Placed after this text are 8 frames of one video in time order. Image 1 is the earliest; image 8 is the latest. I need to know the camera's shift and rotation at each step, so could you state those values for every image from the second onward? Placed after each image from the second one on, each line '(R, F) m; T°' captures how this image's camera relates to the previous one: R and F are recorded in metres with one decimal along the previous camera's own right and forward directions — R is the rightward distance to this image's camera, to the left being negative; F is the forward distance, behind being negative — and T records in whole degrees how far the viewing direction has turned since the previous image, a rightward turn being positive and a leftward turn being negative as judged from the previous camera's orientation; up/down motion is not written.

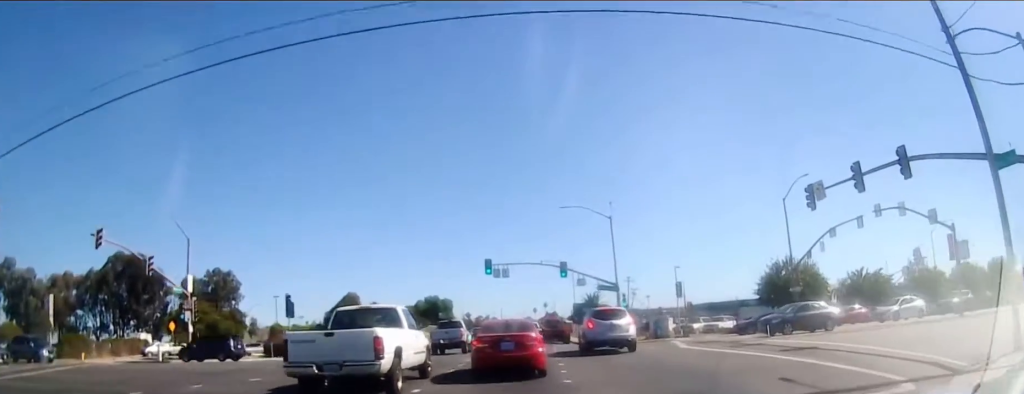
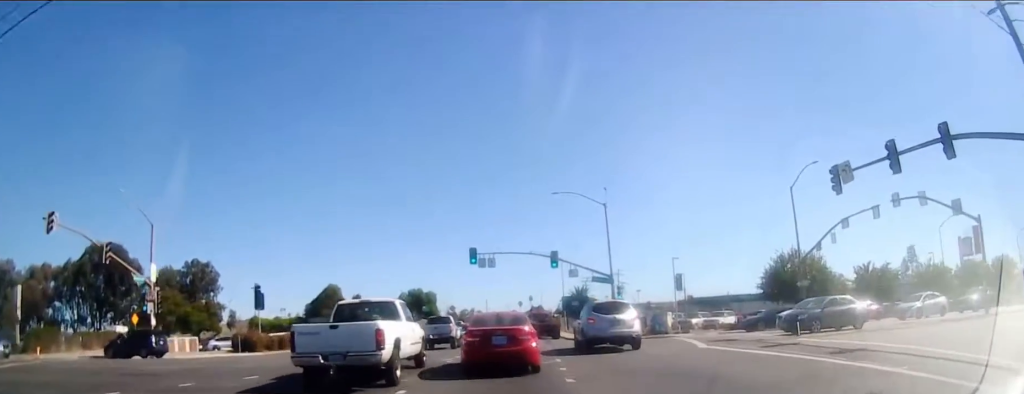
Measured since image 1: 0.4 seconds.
(-0.1, +3.6) m; +3°
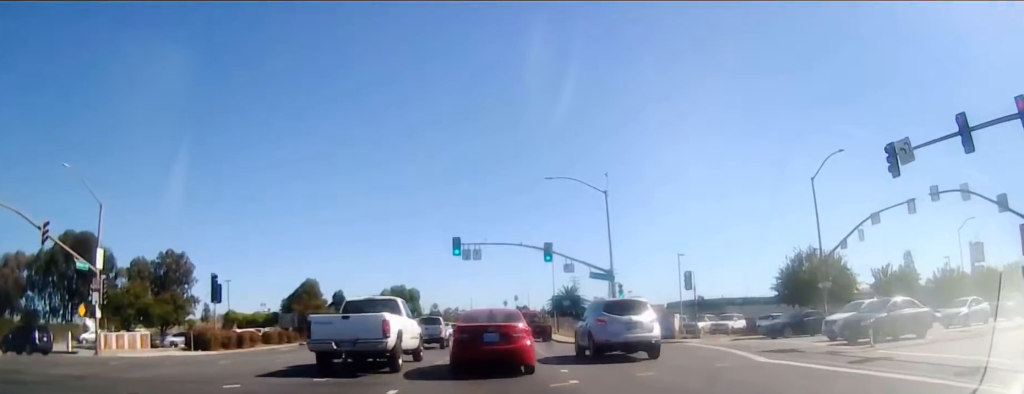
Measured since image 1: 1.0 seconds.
(+0.3, +5.2) m; +1°
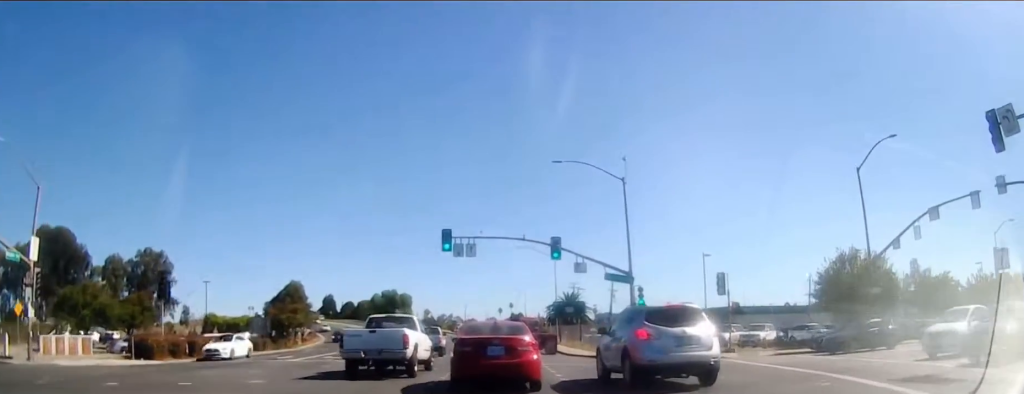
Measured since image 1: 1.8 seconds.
(+0.5, +7.0) m; 0°
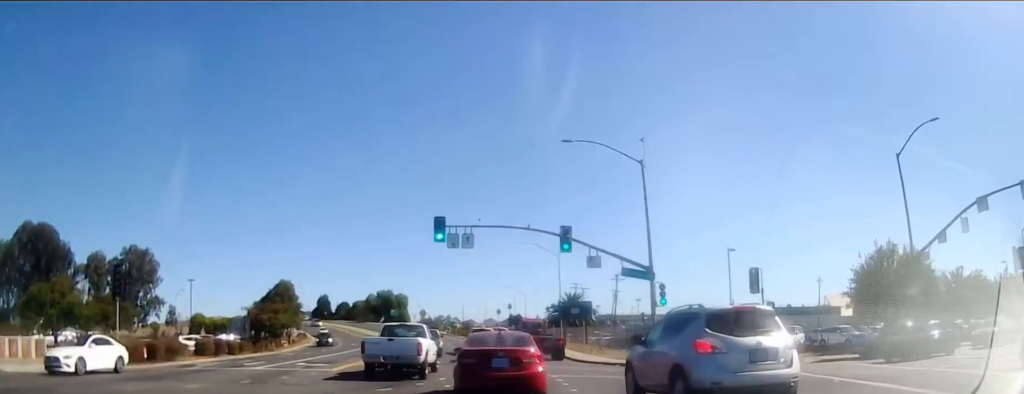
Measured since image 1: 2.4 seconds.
(-0.7, +5.0) m; 0°
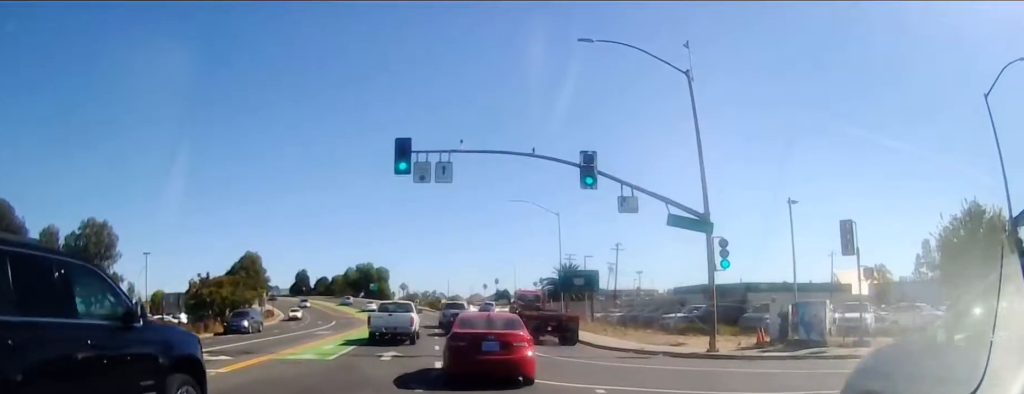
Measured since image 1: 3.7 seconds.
(+0.8, +10.6) m; -1°
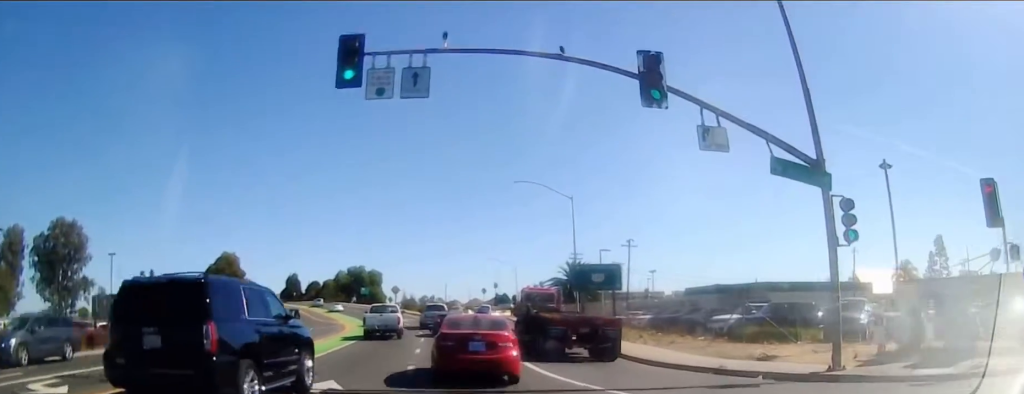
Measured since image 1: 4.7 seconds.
(-1.0, +8.3) m; 0°
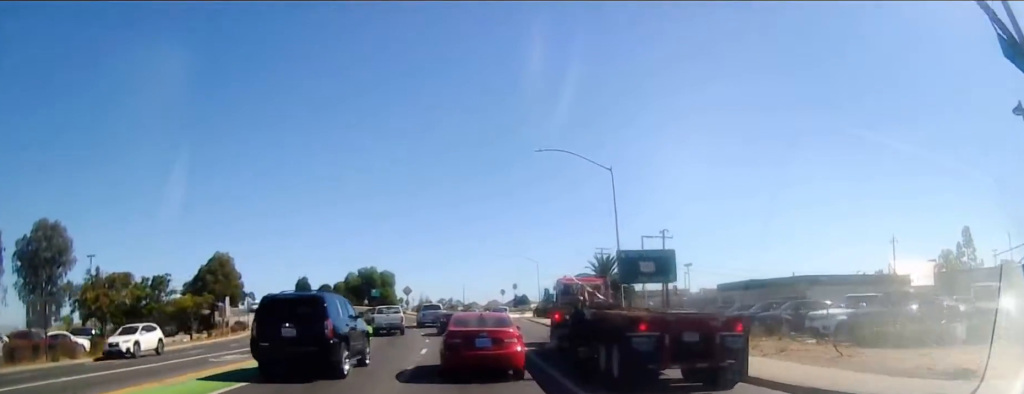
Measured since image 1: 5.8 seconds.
(+0.9, +7.8) m; 0°
